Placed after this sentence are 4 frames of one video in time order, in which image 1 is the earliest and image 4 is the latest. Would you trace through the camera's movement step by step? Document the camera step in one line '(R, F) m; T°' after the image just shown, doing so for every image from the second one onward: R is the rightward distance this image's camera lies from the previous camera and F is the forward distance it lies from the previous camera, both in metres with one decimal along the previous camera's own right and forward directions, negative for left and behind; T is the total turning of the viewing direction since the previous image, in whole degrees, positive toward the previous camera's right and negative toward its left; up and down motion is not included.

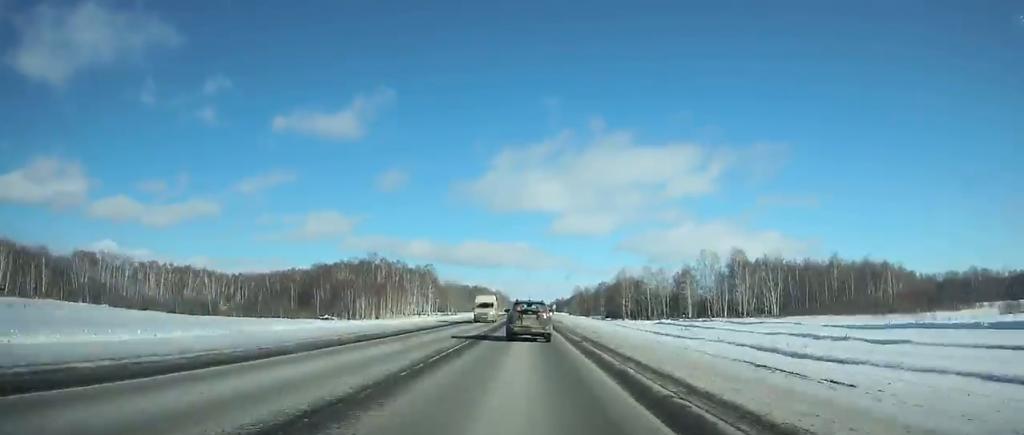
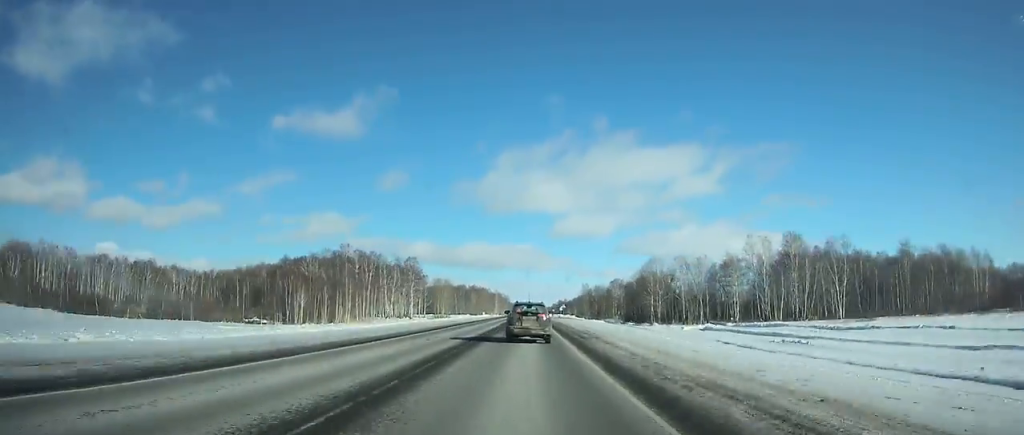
(-0.1, +37.4) m; 0°
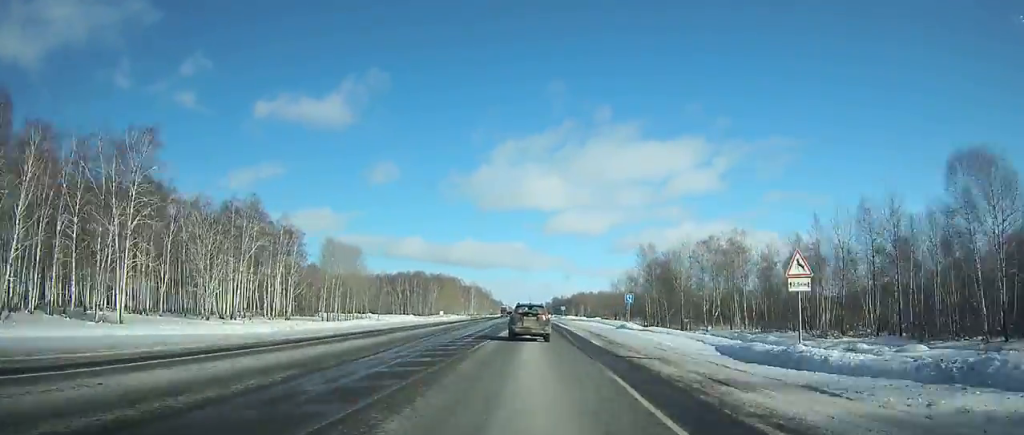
(+1.3, +136.0) m; +1°
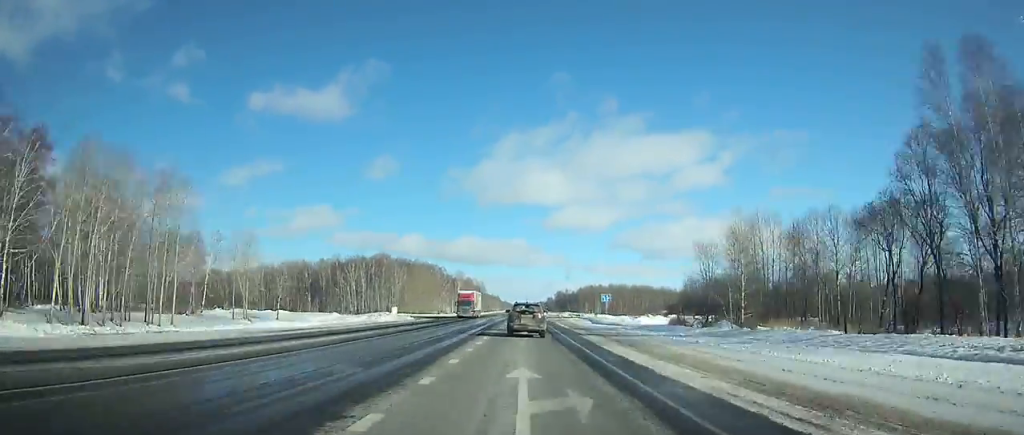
(+0.1, +77.4) m; 0°
